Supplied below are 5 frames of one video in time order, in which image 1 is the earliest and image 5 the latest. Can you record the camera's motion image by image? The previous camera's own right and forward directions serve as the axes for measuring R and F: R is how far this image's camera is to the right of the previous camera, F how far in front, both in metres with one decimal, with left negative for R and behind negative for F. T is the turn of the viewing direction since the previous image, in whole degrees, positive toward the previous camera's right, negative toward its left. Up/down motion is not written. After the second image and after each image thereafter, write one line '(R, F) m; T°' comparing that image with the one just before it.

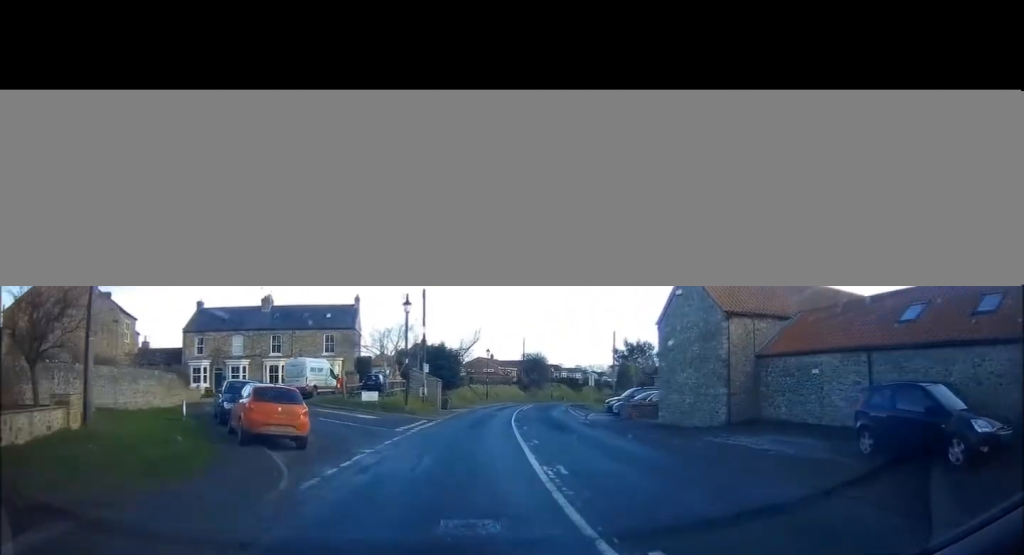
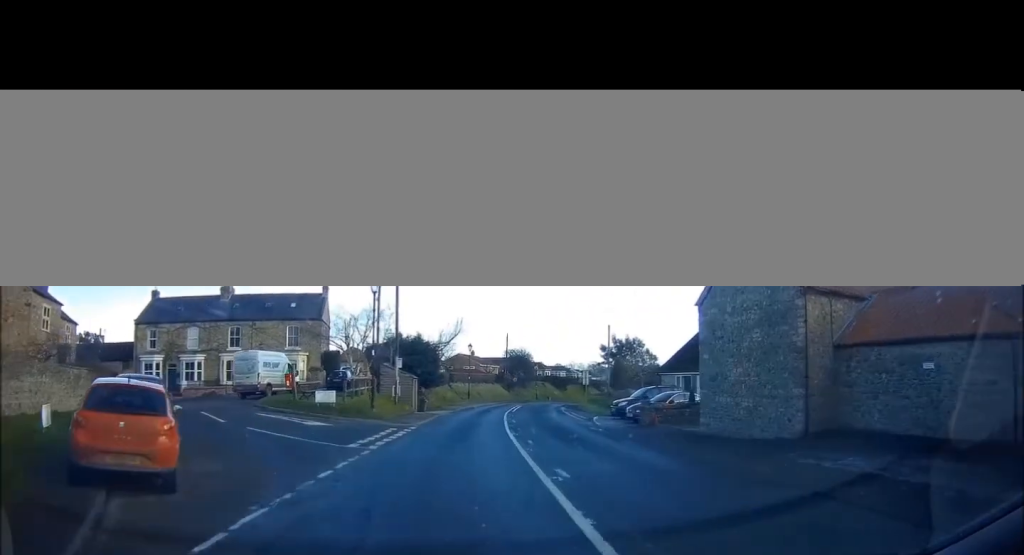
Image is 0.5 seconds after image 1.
(0.0, +5.7) m; +1°
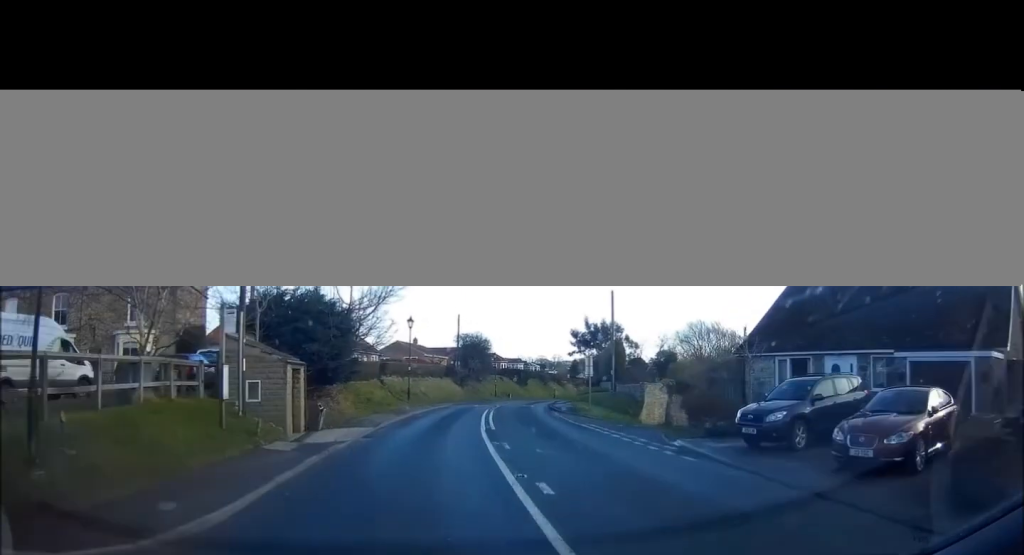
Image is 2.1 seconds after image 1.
(+0.7, +17.4) m; +4°
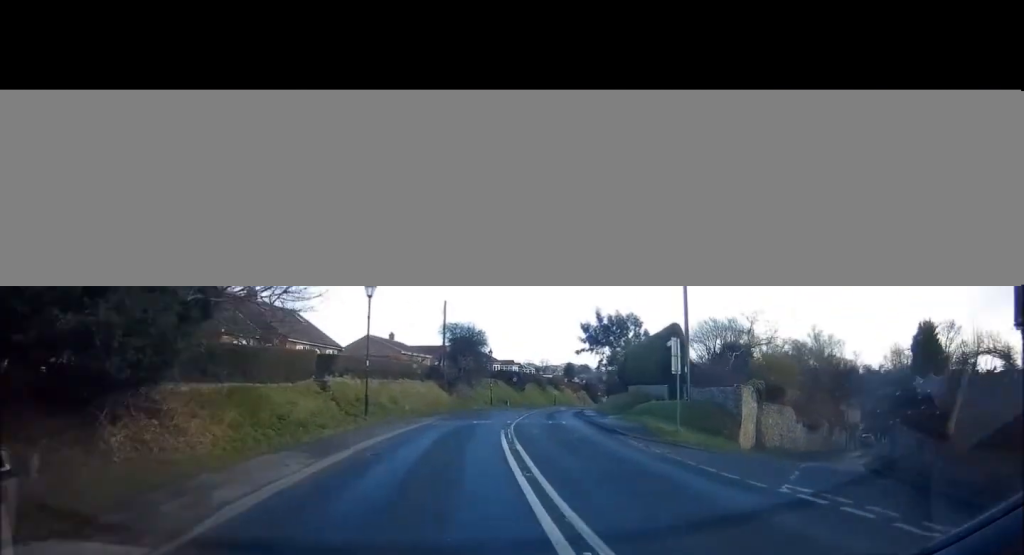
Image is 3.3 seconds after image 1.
(+0.3, +13.9) m; +4°
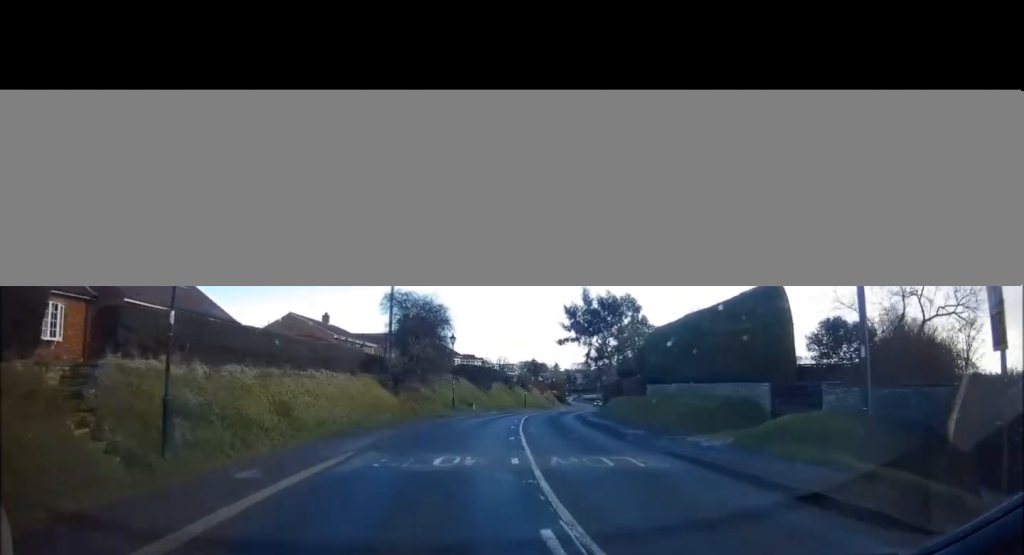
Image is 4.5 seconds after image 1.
(+0.7, +13.5) m; +5°
